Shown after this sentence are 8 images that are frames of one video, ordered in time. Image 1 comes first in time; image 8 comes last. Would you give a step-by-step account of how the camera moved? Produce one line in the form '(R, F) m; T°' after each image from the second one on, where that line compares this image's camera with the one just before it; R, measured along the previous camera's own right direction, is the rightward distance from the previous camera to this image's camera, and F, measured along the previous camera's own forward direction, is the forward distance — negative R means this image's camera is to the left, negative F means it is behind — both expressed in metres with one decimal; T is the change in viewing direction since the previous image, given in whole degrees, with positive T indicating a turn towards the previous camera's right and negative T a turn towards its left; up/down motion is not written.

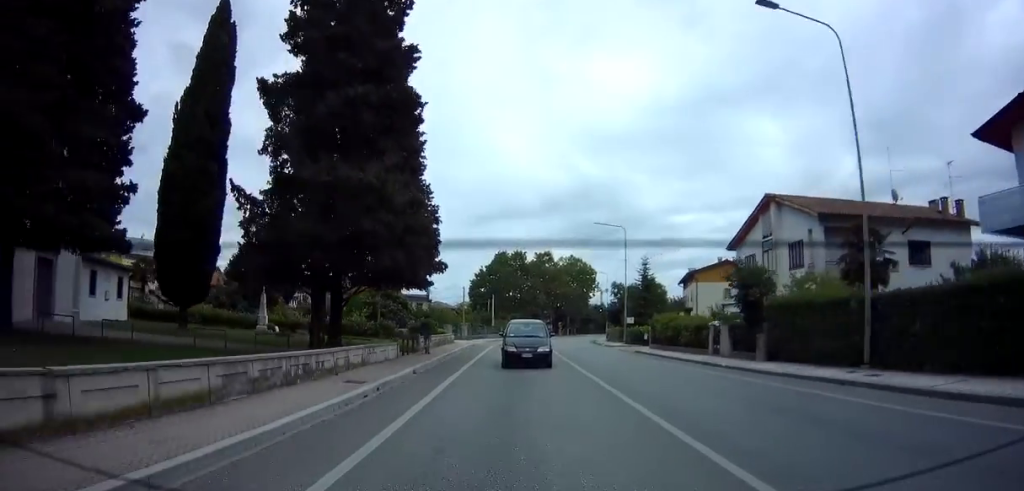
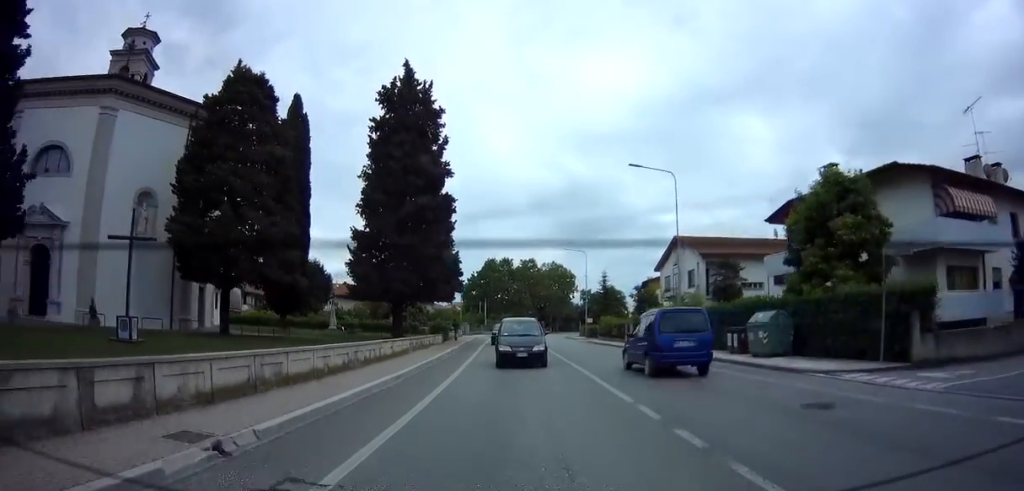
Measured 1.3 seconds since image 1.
(+0.5, +17.3) m; +1°
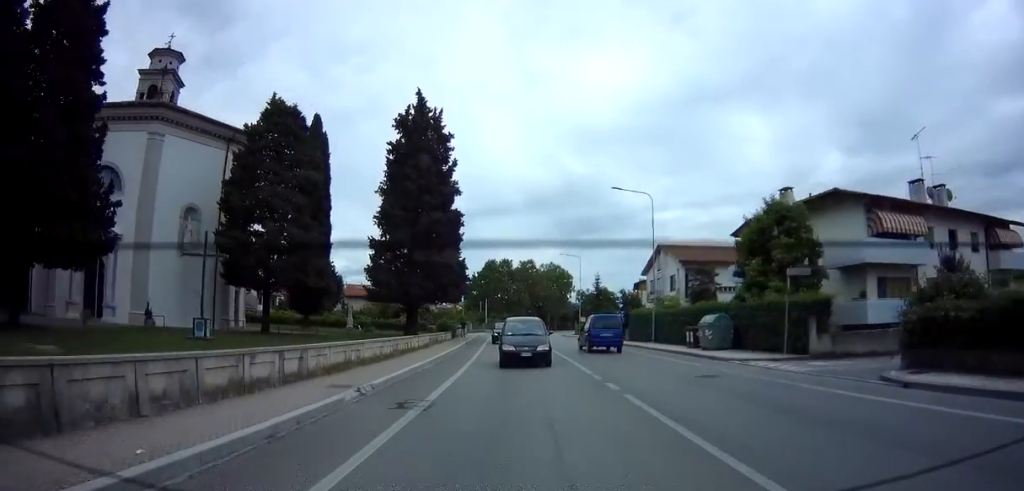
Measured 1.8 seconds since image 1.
(-0.1, +5.7) m; 0°
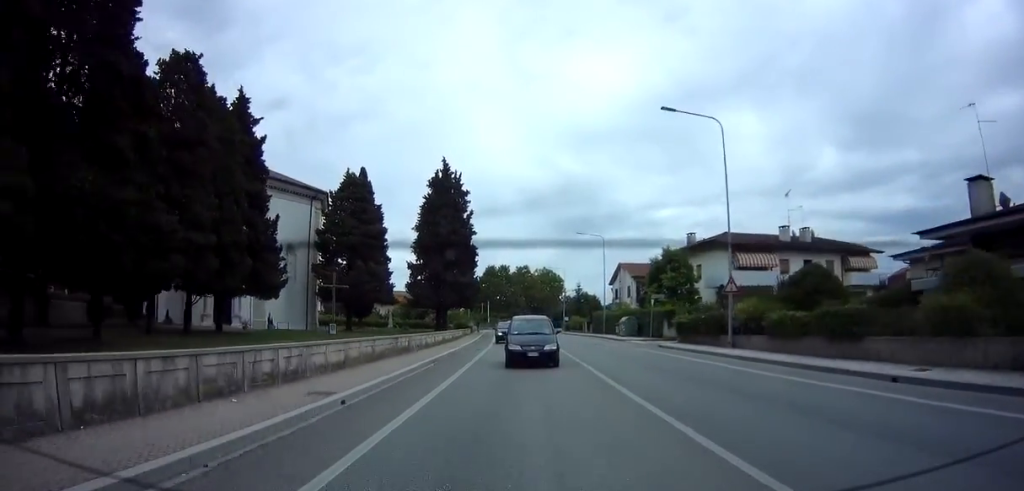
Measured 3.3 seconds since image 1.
(+0.2, +19.7) m; +2°
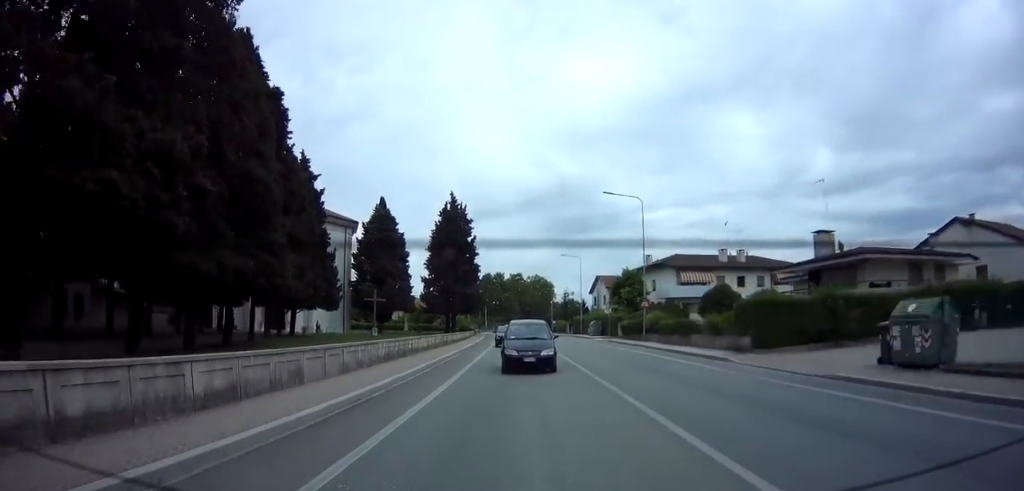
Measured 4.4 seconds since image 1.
(0.0, +15.5) m; 0°
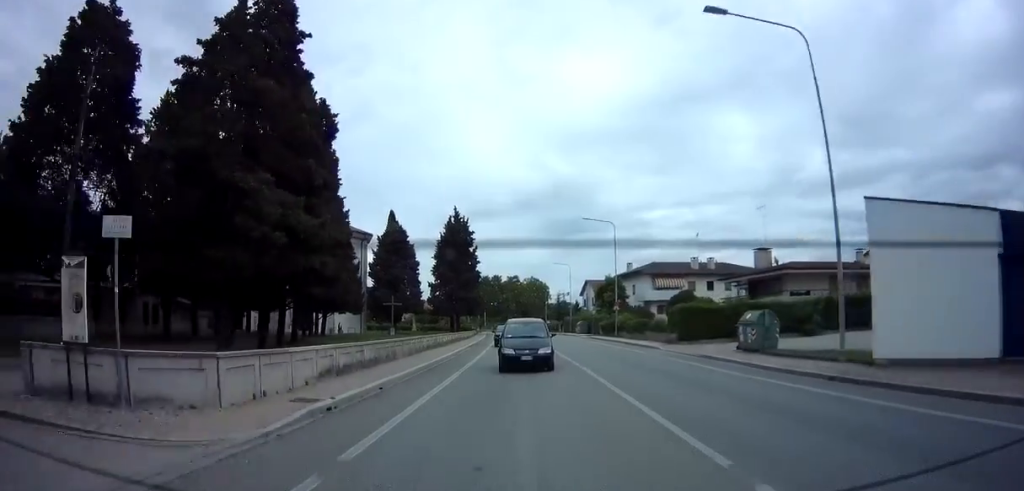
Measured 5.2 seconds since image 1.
(+0.1, +9.8) m; -1°
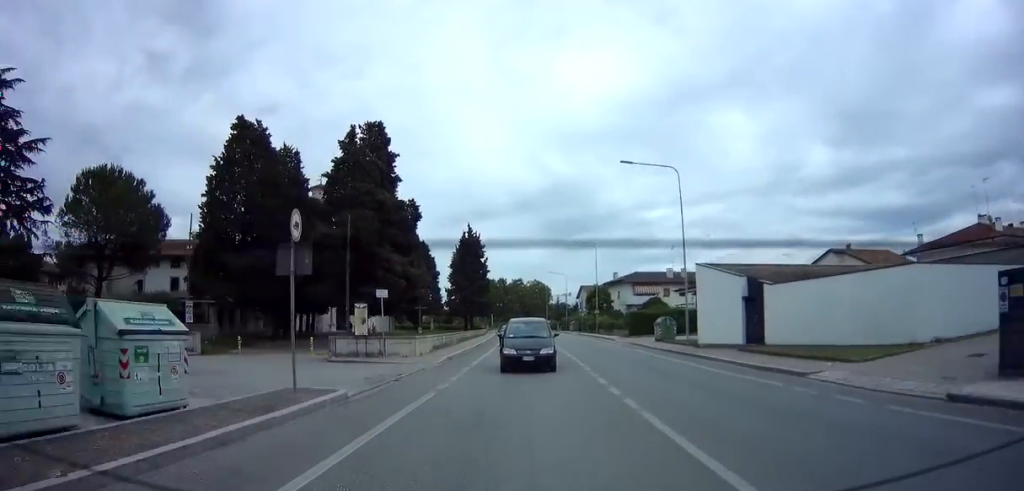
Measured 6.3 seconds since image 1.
(-0.4, +15.5) m; -3°
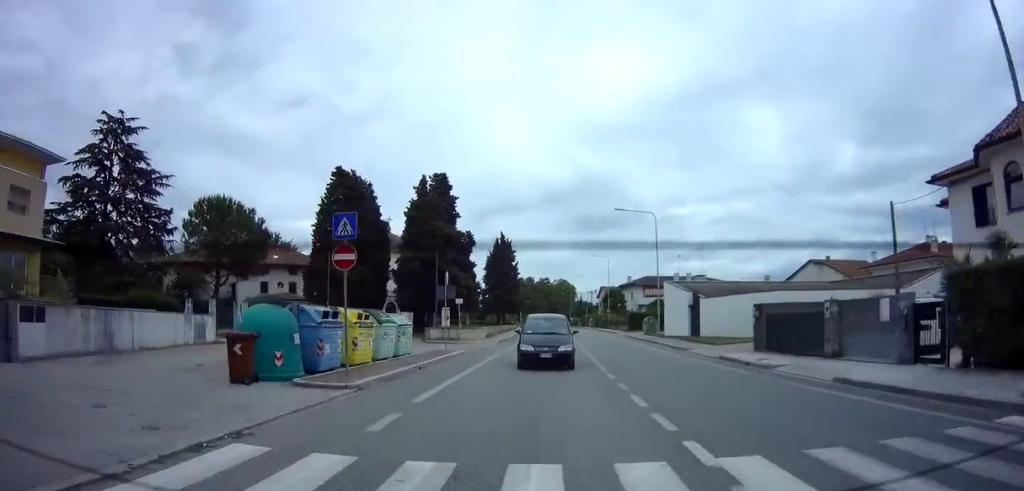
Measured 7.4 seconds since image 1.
(-0.2, +14.3) m; -2°
